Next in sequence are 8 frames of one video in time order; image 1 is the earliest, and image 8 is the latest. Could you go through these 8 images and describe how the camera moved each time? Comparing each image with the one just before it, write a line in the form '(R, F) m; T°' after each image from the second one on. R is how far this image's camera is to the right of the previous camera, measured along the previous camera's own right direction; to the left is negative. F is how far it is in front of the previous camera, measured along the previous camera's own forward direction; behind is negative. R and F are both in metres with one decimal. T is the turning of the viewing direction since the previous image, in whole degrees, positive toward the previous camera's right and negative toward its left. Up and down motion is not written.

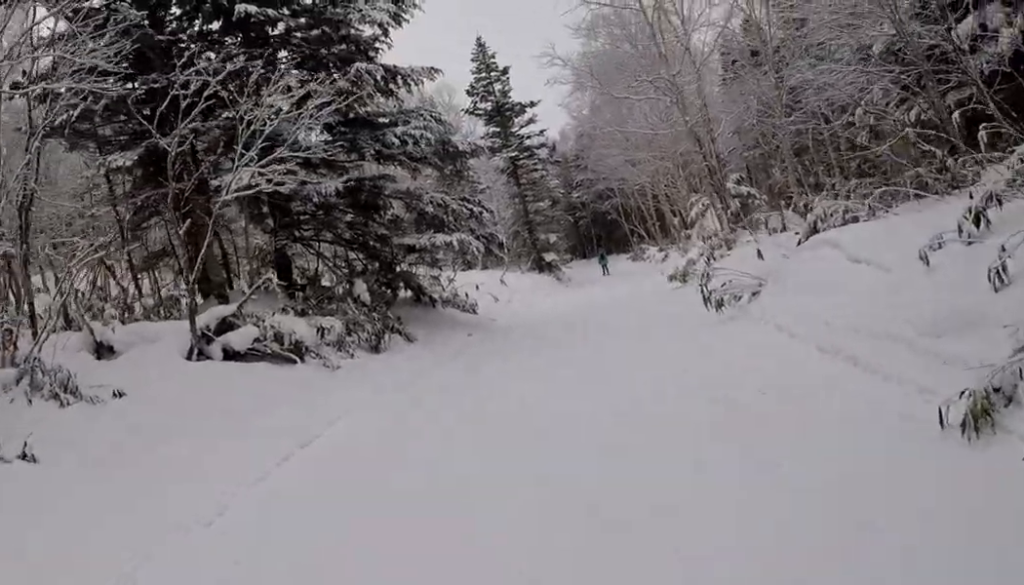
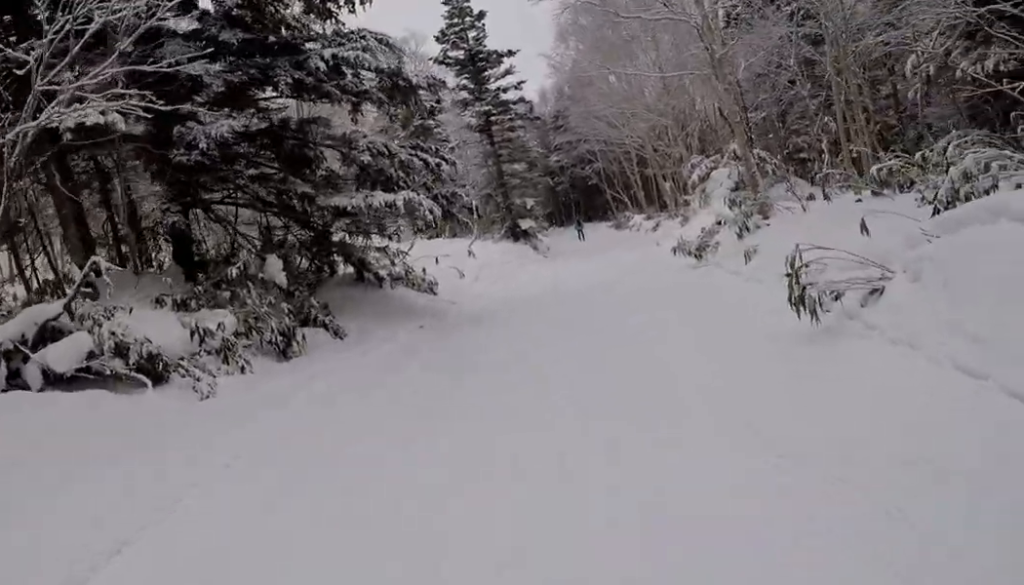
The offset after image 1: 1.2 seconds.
(+1.1, +4.5) m; +15°
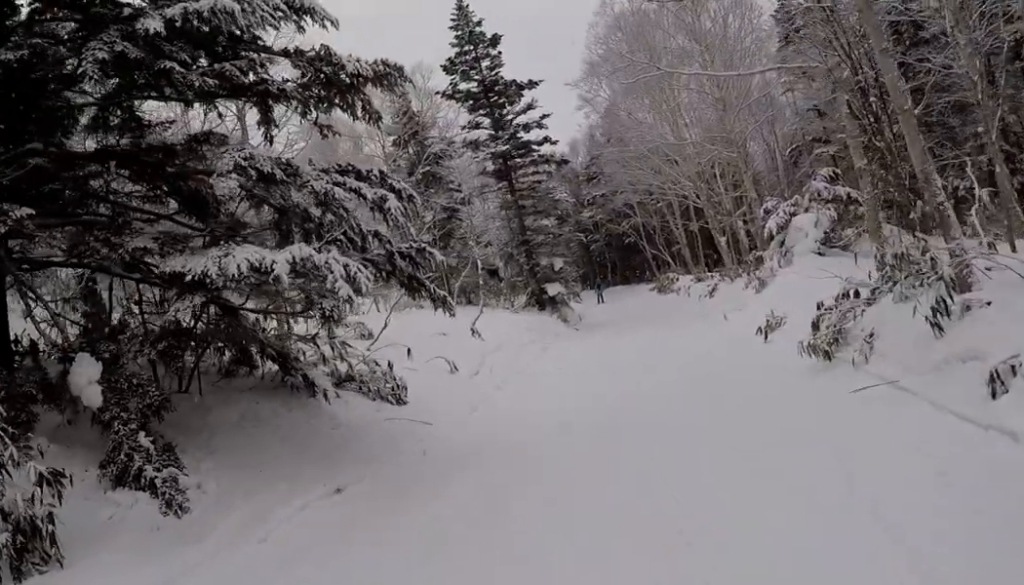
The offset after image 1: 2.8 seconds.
(0.0, +6.6) m; -6°
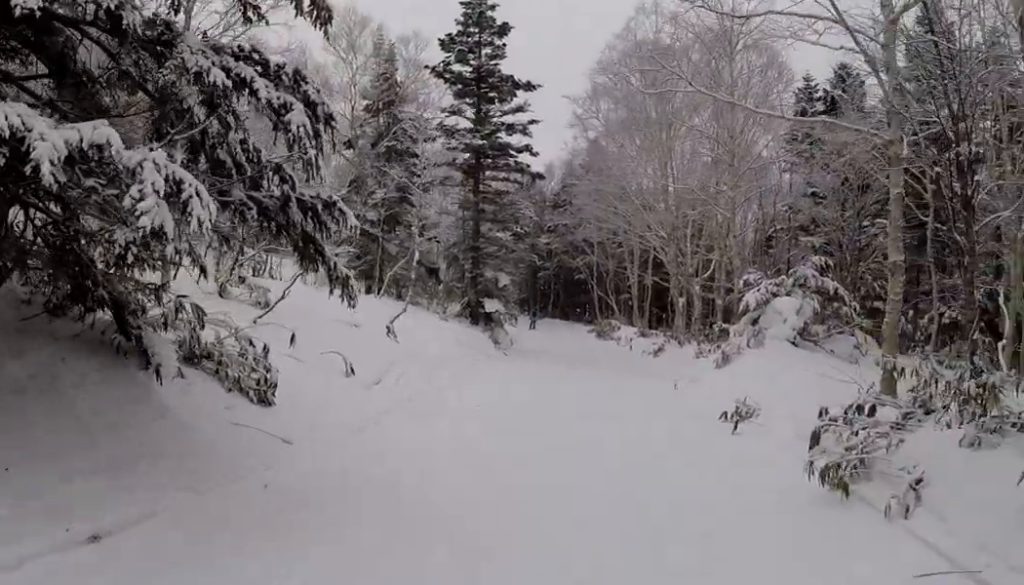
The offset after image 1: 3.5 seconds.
(-0.1, +2.9) m; -12°
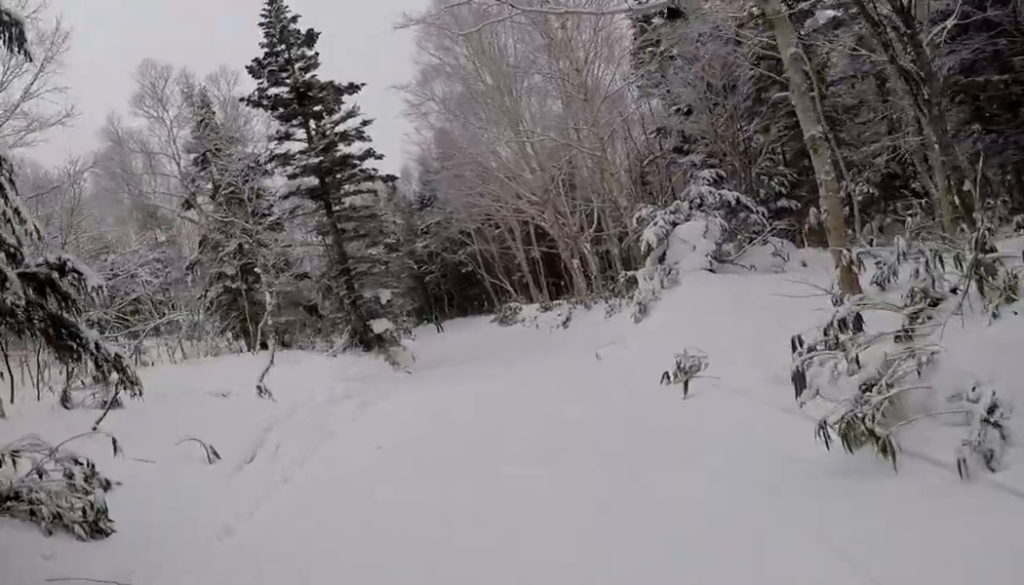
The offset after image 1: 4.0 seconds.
(-0.3, +2.2) m; 0°
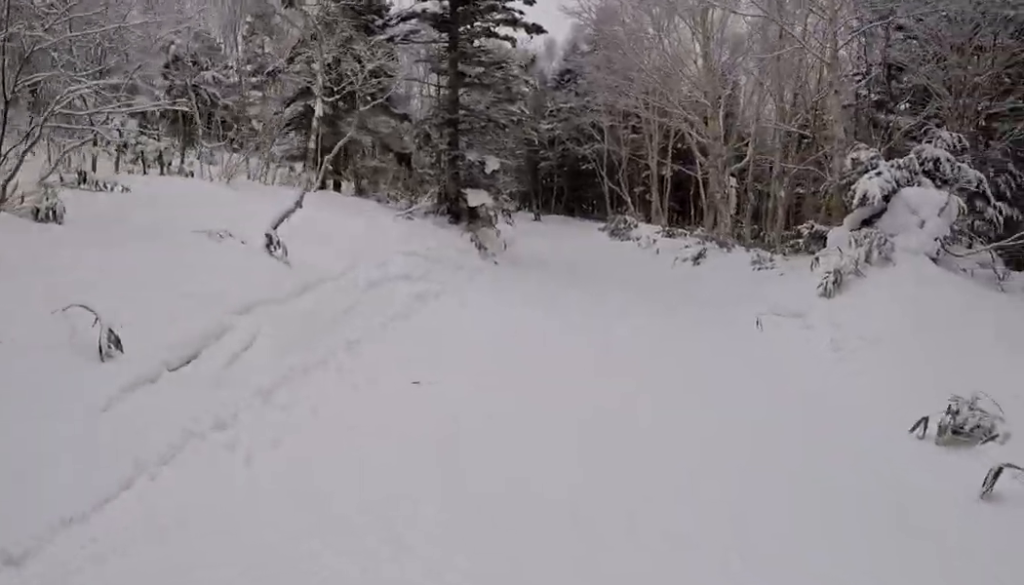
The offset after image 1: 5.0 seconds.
(-0.1, +4.5) m; +9°
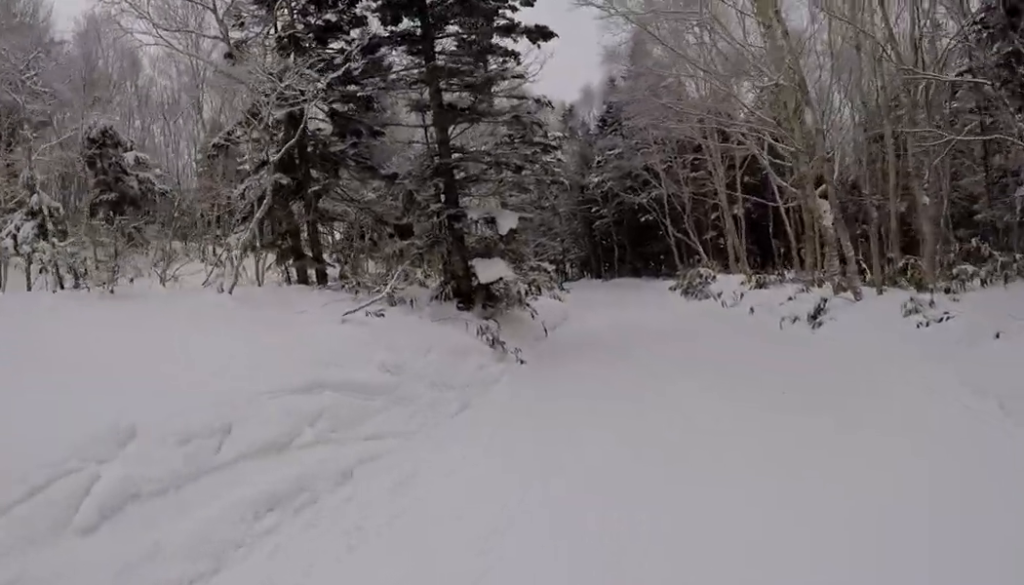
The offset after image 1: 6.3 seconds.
(+1.1, +6.5) m; +10°
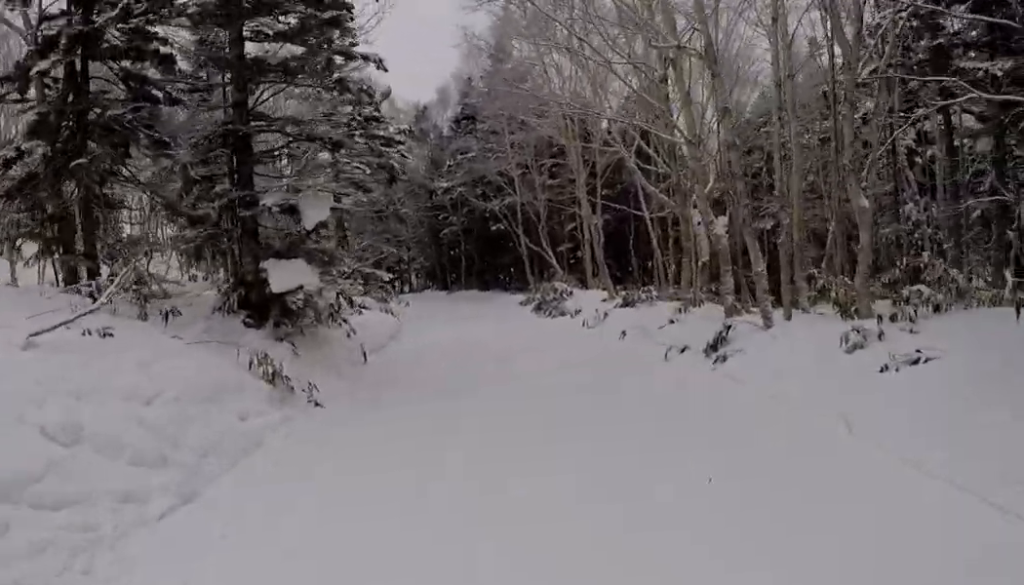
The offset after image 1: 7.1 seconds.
(0.0, +3.8) m; 0°
